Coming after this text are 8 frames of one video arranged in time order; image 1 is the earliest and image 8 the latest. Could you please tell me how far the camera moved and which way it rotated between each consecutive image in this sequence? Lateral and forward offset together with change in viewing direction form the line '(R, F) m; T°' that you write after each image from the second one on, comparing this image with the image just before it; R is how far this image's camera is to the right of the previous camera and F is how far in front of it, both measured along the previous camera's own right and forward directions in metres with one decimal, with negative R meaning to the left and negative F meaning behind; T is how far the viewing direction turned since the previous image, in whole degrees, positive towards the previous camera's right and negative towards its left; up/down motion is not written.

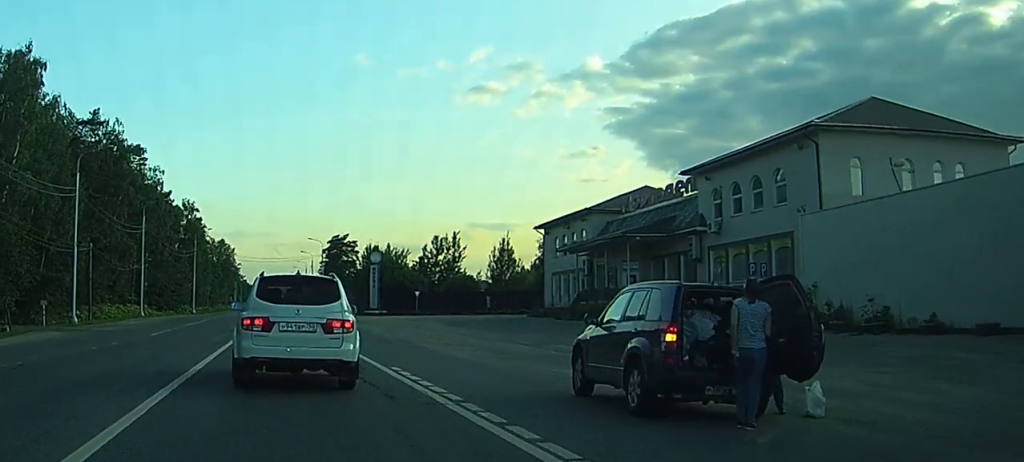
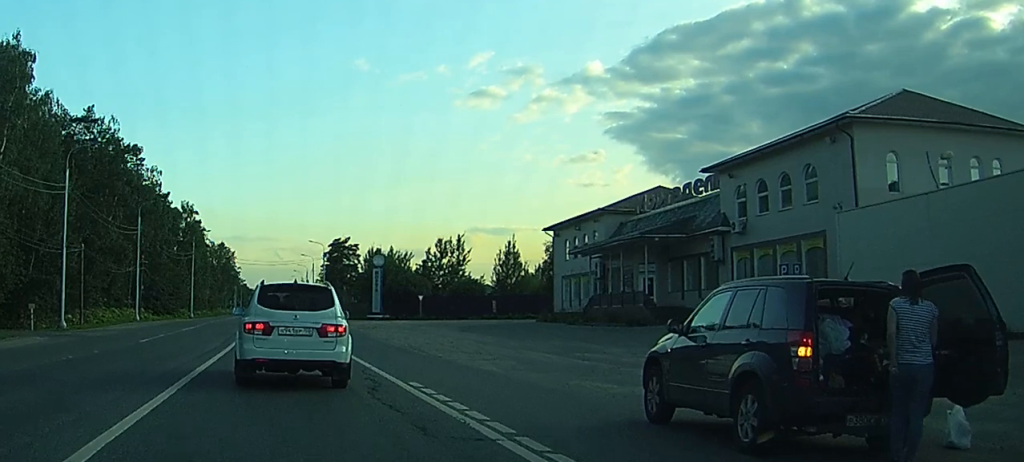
(-0.1, +2.7) m; 0°
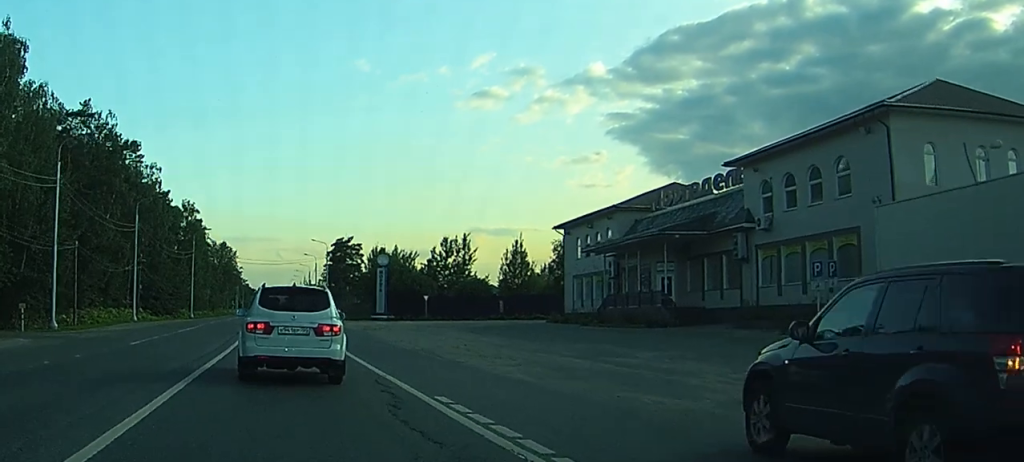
(0.0, +2.5) m; +1°
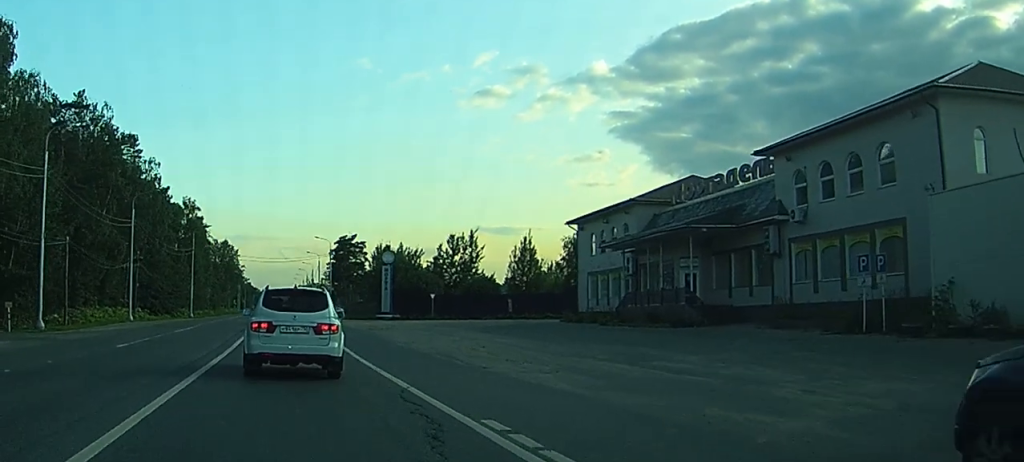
(+0.1, +3.0) m; +2°
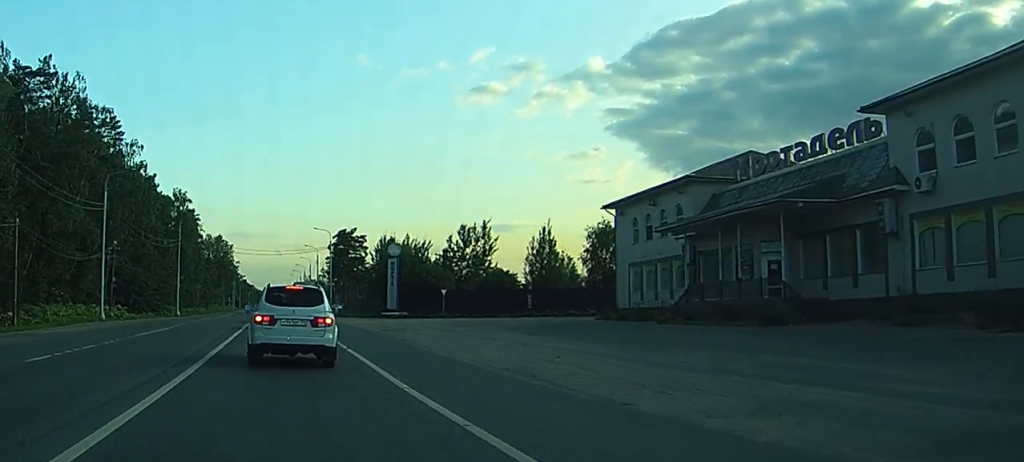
(+0.2, +9.6) m; +1°
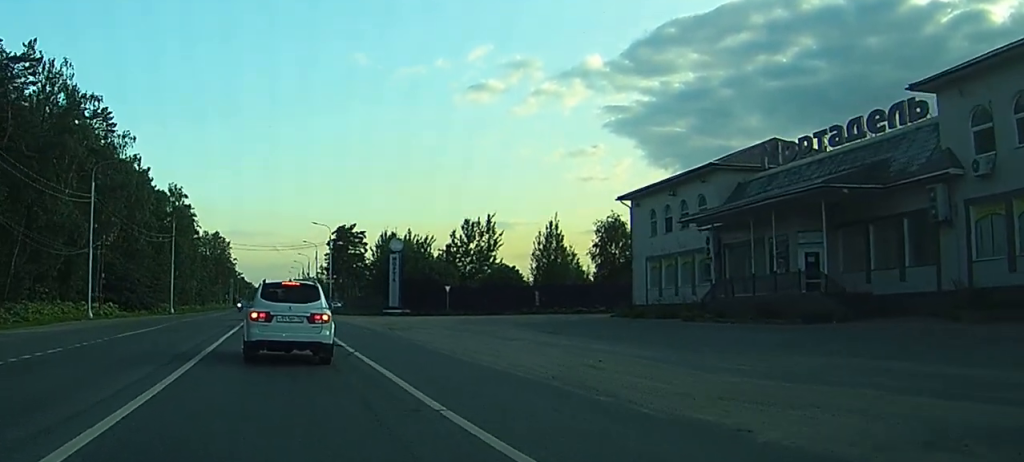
(0.0, +3.3) m; 0°
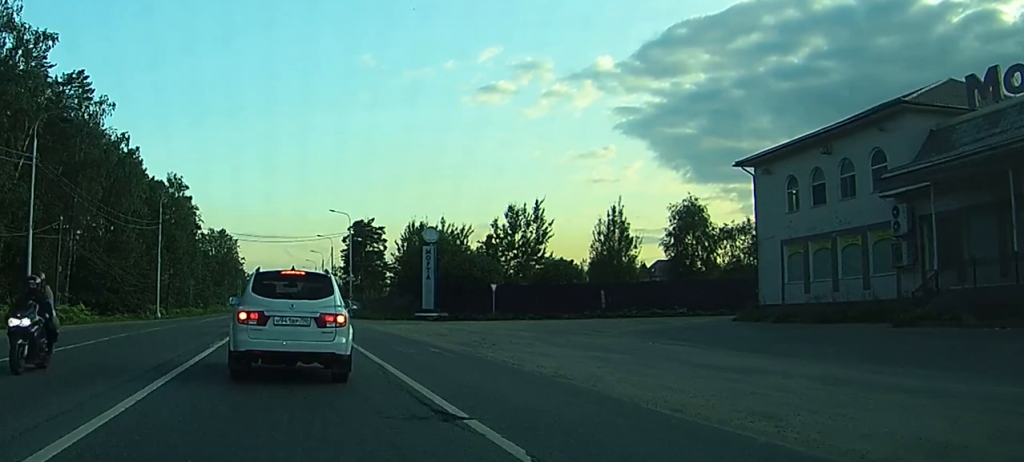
(-0.9, +15.8) m; -3°
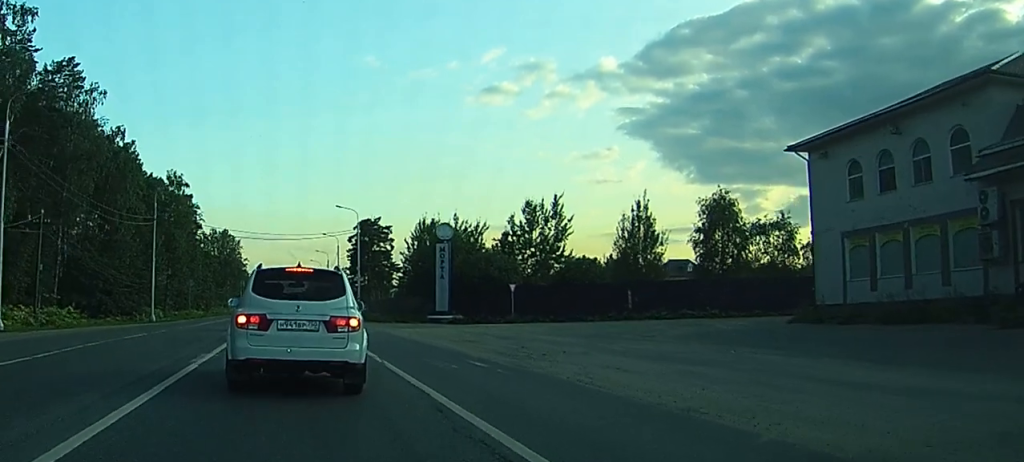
(+0.2, +5.5) m; +1°
